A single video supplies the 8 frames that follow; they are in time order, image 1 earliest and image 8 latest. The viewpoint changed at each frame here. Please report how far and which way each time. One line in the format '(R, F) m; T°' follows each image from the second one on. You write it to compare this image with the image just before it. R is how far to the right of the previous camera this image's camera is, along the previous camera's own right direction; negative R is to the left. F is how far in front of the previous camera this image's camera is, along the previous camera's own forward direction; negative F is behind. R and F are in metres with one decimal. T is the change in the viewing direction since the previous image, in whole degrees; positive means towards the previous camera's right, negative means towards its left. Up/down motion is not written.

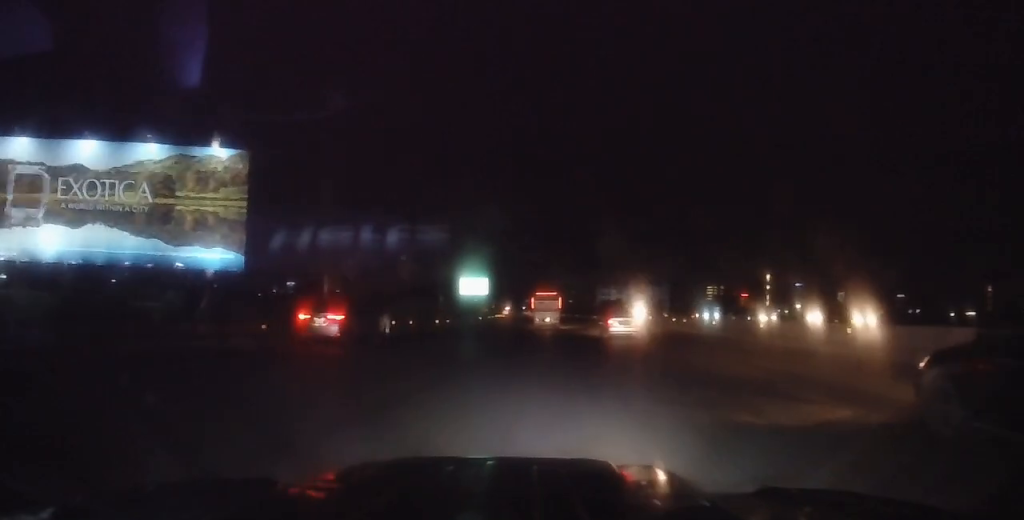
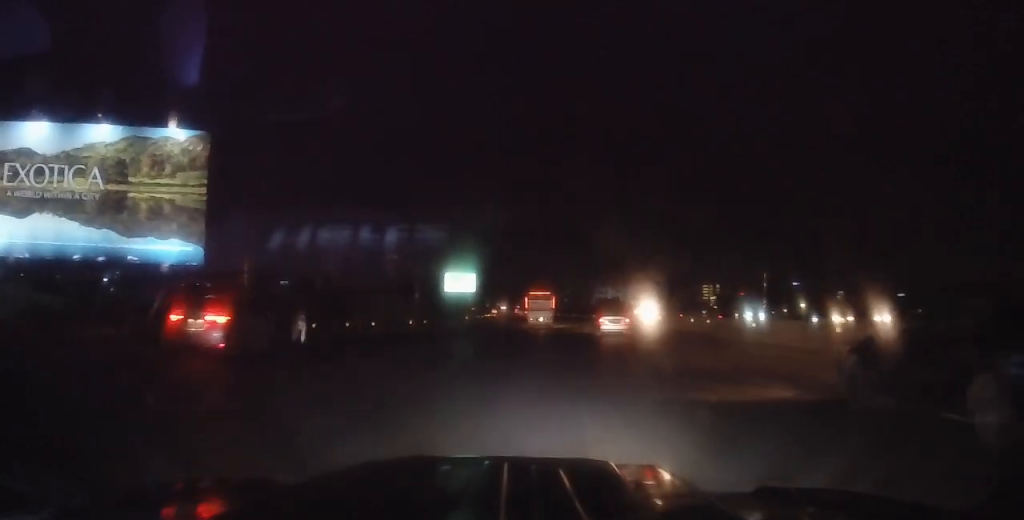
(+0.1, +7.5) m; 0°
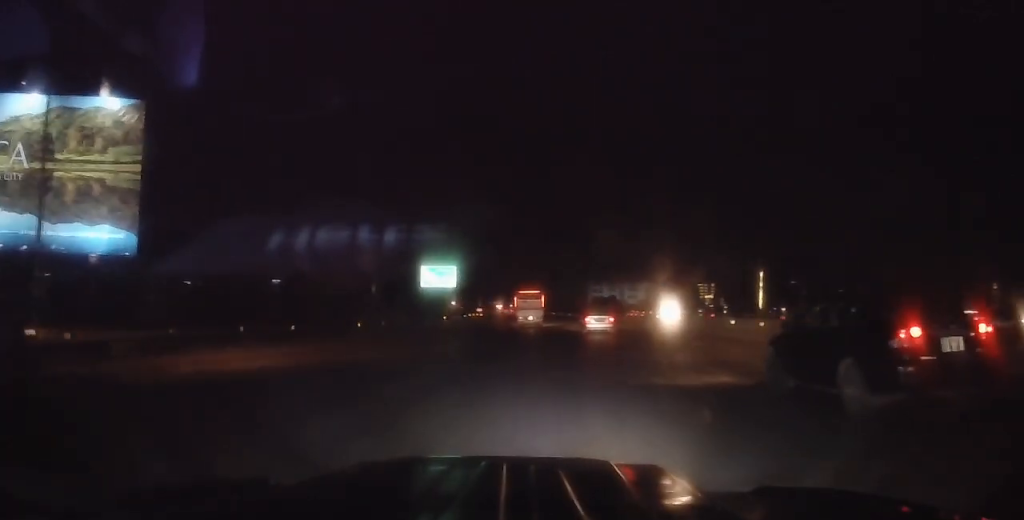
(+0.3, +9.7) m; 0°
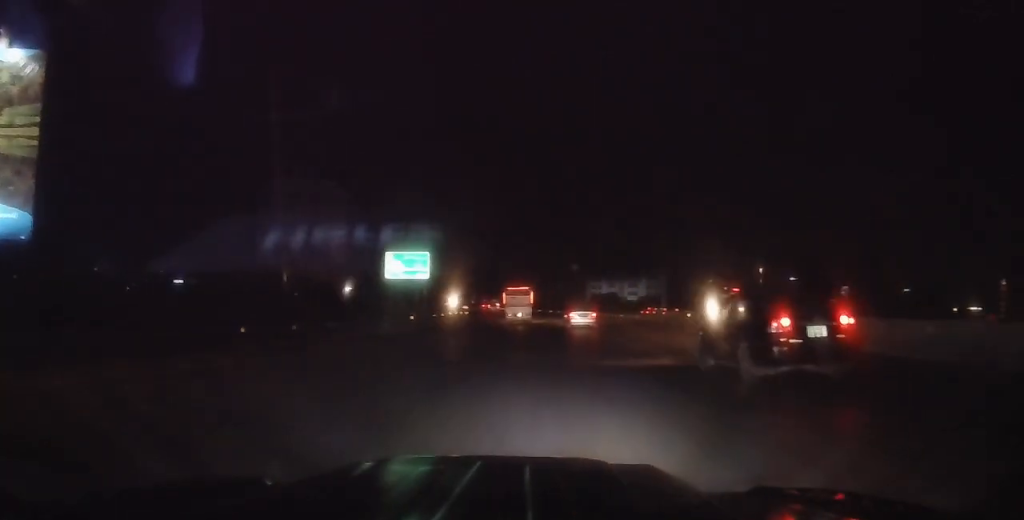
(-0.4, +11.8) m; 0°
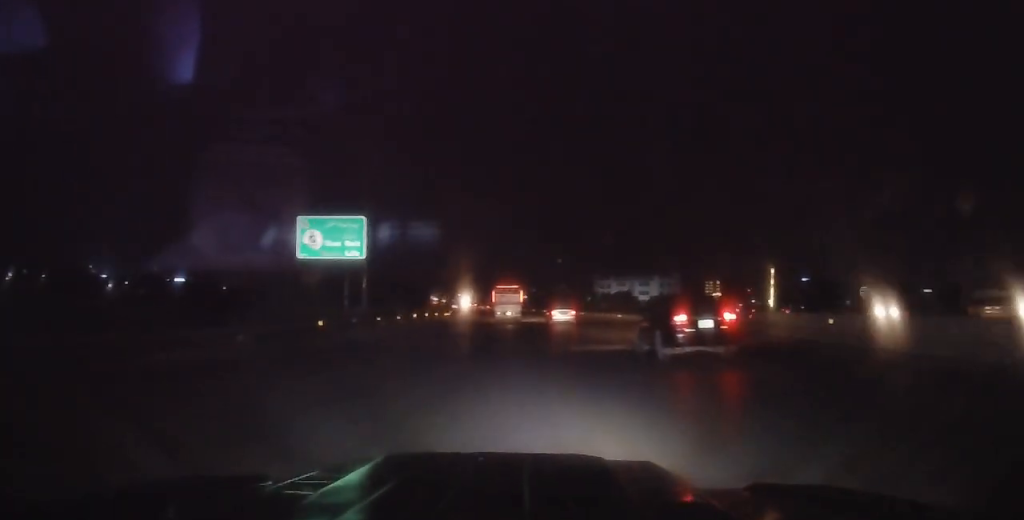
(+0.2, +18.0) m; -1°
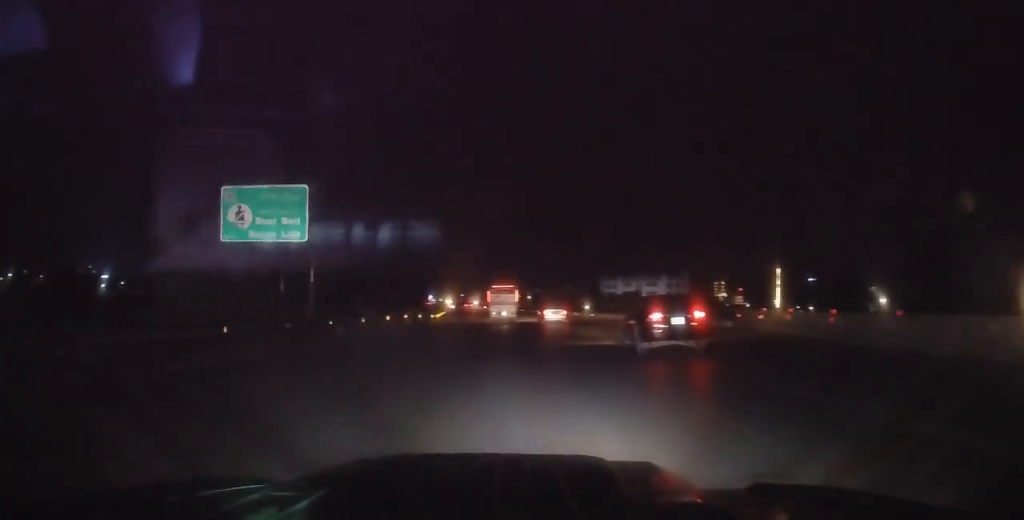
(-0.1, +7.6) m; -1°
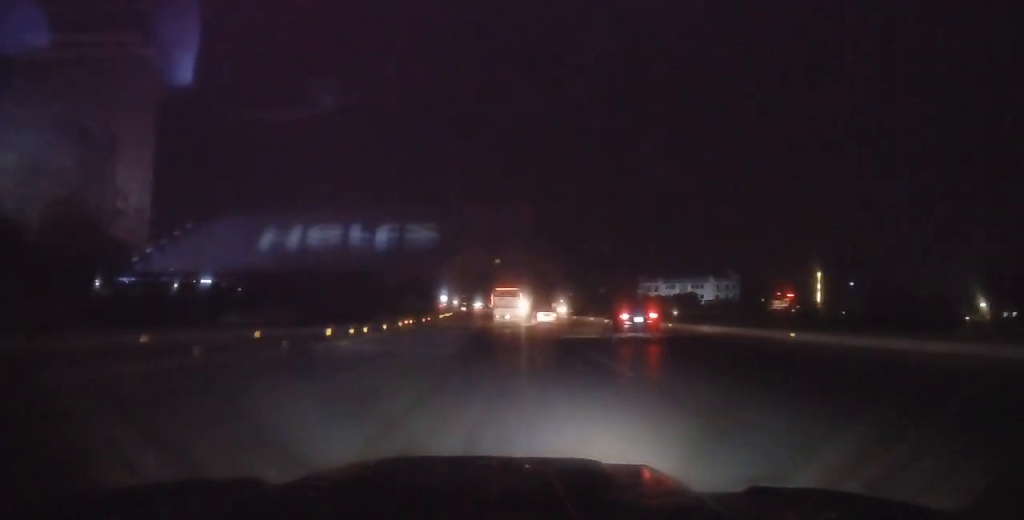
(-0.6, +25.6) m; -3°
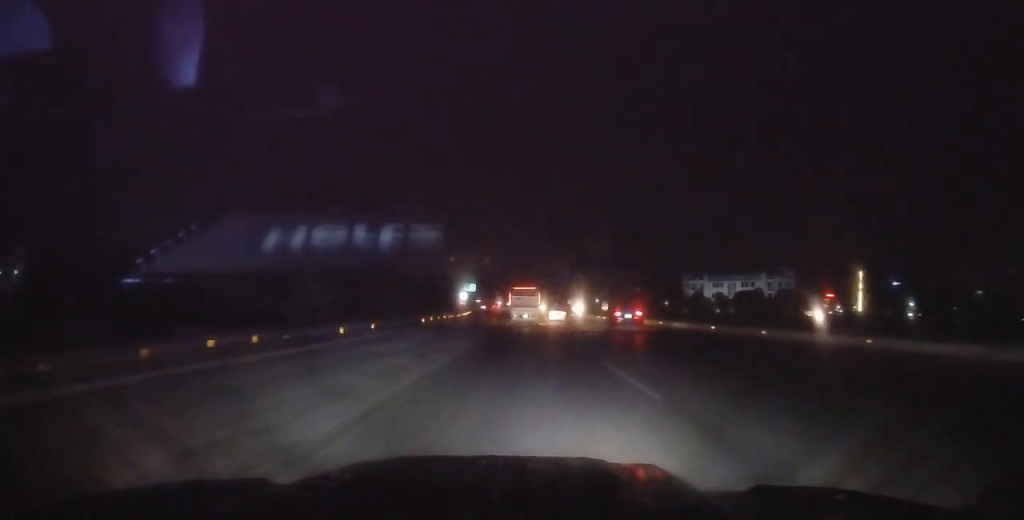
(-0.3, +21.1) m; -1°
